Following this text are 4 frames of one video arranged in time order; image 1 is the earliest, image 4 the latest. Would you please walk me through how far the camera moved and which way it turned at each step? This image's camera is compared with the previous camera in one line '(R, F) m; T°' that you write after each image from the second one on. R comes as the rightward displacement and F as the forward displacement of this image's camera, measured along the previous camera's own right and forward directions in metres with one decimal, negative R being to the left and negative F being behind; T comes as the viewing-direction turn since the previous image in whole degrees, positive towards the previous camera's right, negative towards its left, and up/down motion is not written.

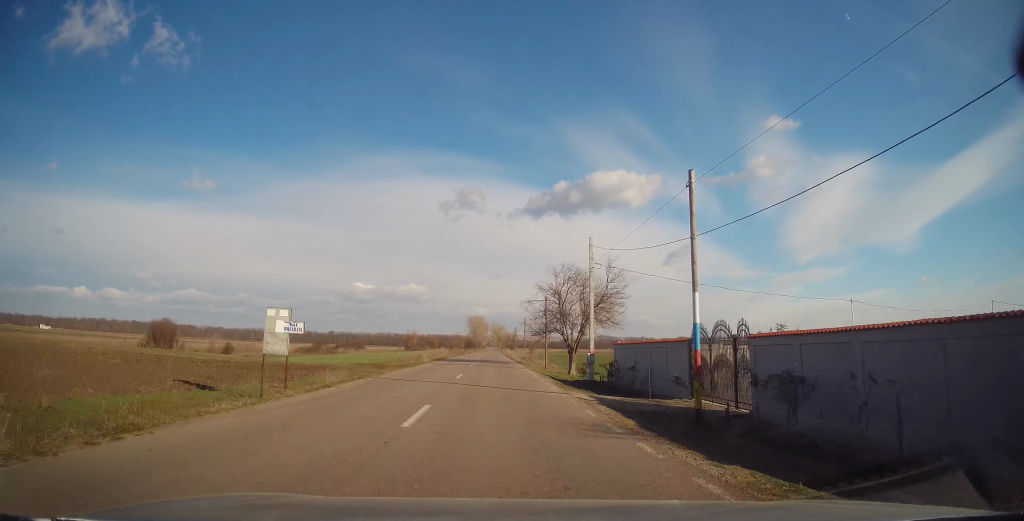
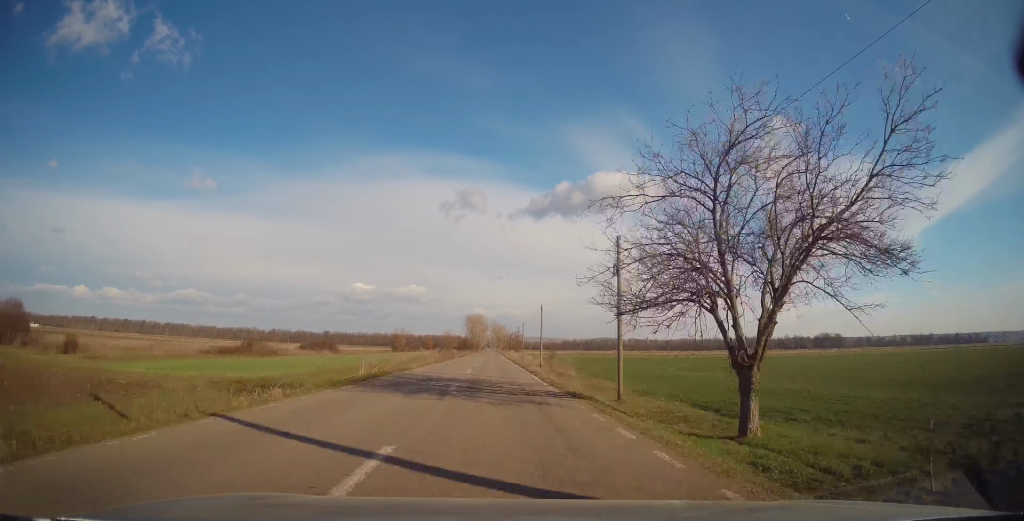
(-0.4, +28.2) m; 0°
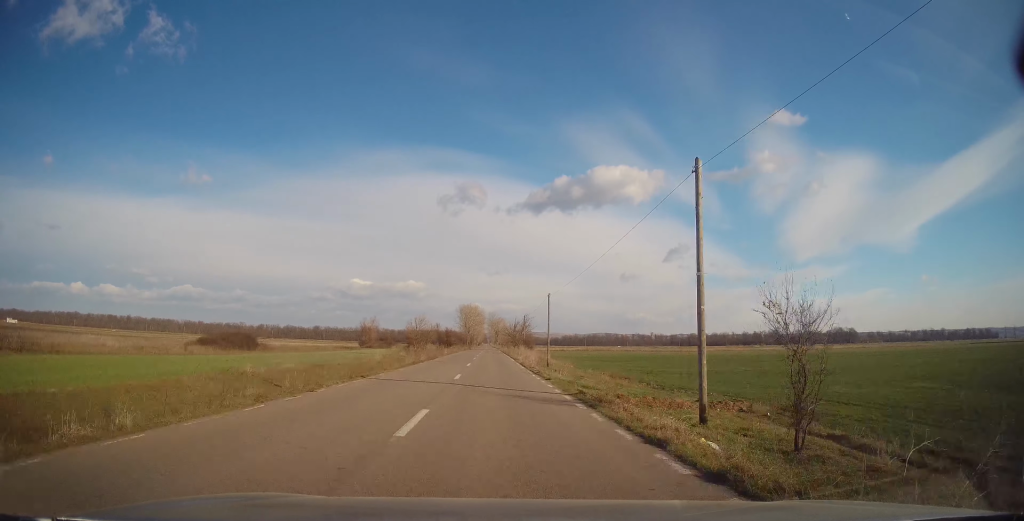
(+1.4, +44.4) m; +1°
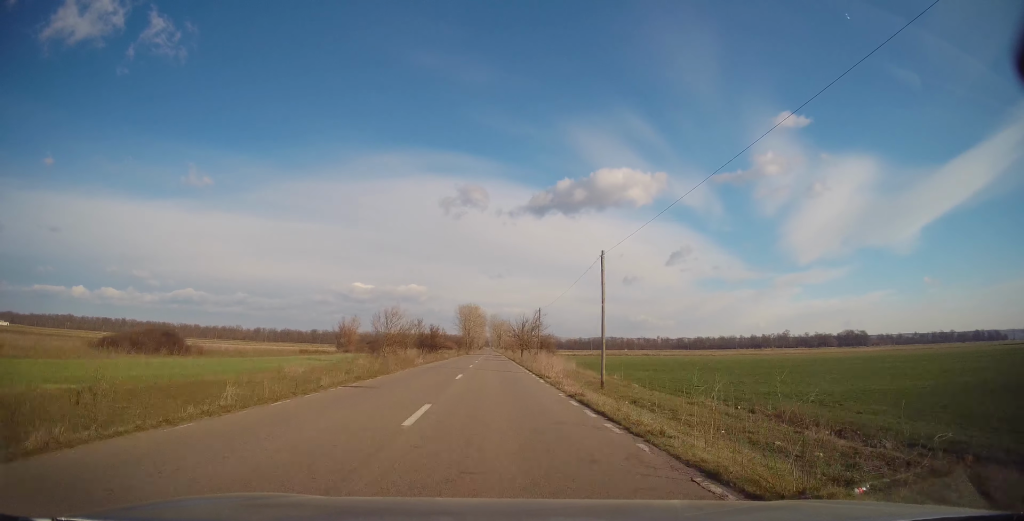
(-0.4, +22.6) m; -1°
